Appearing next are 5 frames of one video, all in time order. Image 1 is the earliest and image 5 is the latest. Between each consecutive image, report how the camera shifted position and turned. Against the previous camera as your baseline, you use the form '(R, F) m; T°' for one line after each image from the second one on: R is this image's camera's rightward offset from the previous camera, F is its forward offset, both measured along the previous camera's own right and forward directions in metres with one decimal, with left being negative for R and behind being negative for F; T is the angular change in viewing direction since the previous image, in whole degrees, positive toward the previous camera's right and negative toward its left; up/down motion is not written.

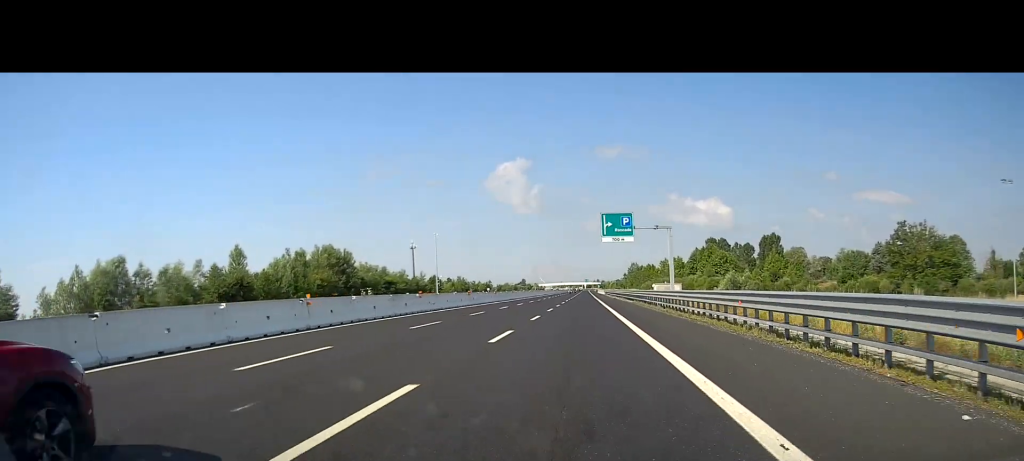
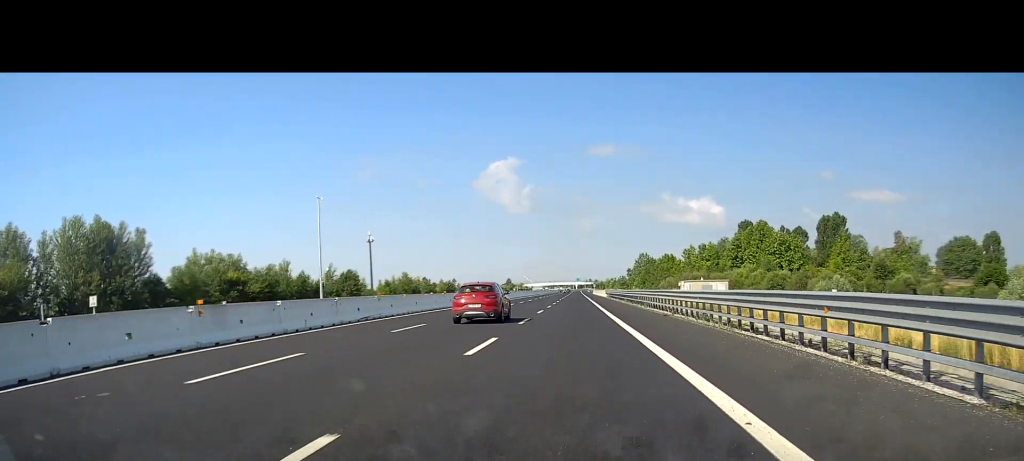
(+0.5, +61.9) m; +1°
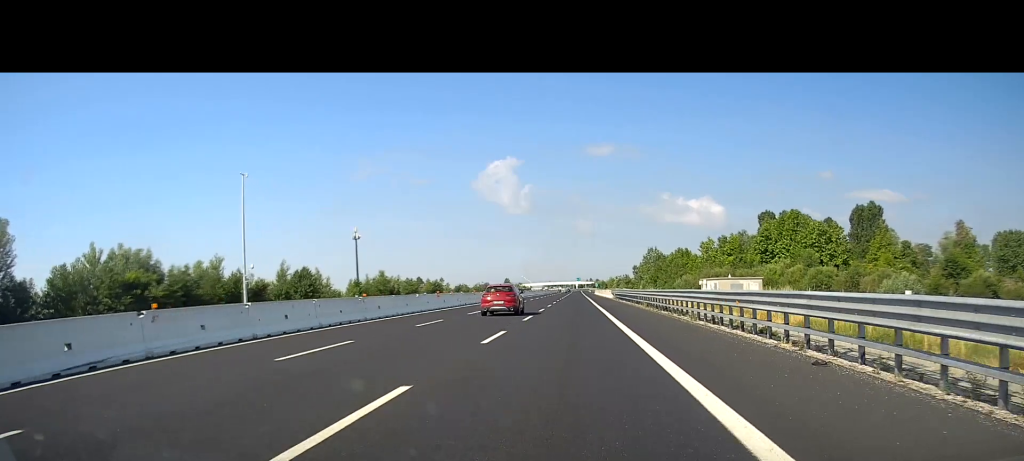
(-0.1, +20.2) m; 0°
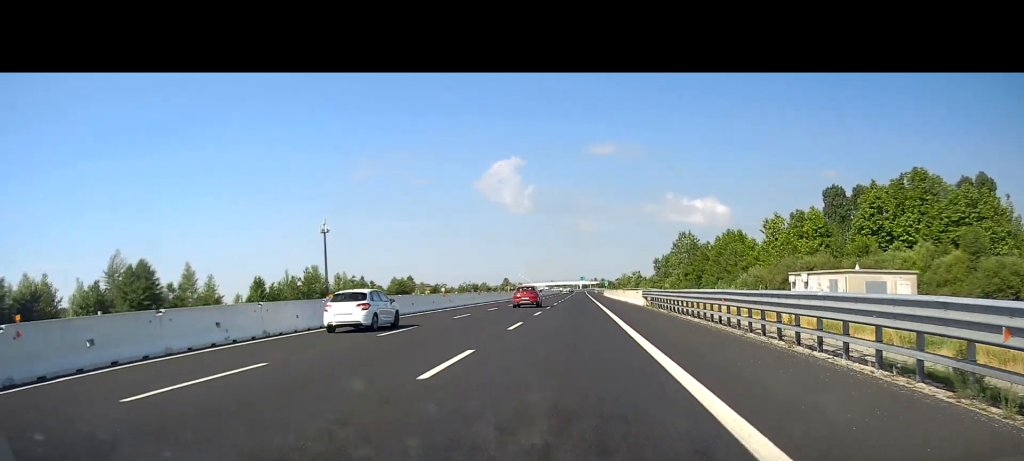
(+0.2, +41.2) m; +1°
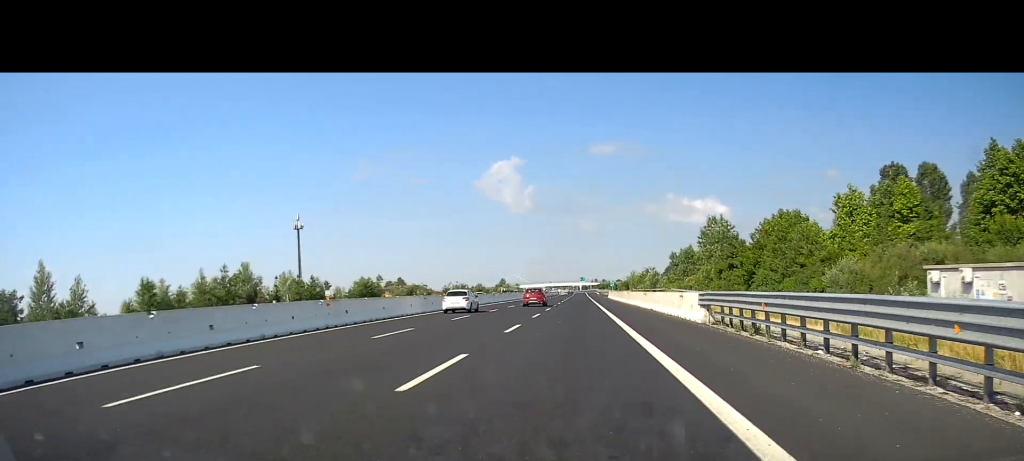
(+0.1, +24.4) m; 0°
